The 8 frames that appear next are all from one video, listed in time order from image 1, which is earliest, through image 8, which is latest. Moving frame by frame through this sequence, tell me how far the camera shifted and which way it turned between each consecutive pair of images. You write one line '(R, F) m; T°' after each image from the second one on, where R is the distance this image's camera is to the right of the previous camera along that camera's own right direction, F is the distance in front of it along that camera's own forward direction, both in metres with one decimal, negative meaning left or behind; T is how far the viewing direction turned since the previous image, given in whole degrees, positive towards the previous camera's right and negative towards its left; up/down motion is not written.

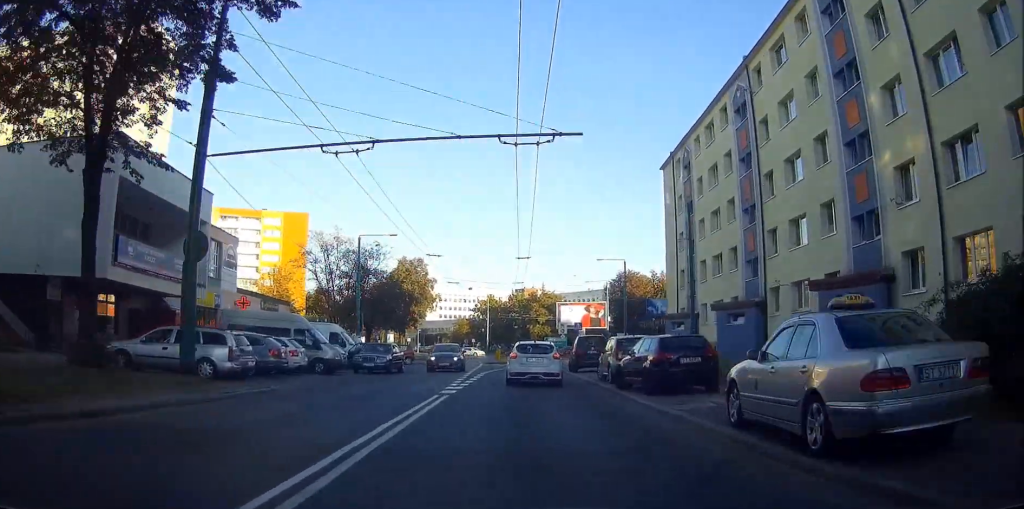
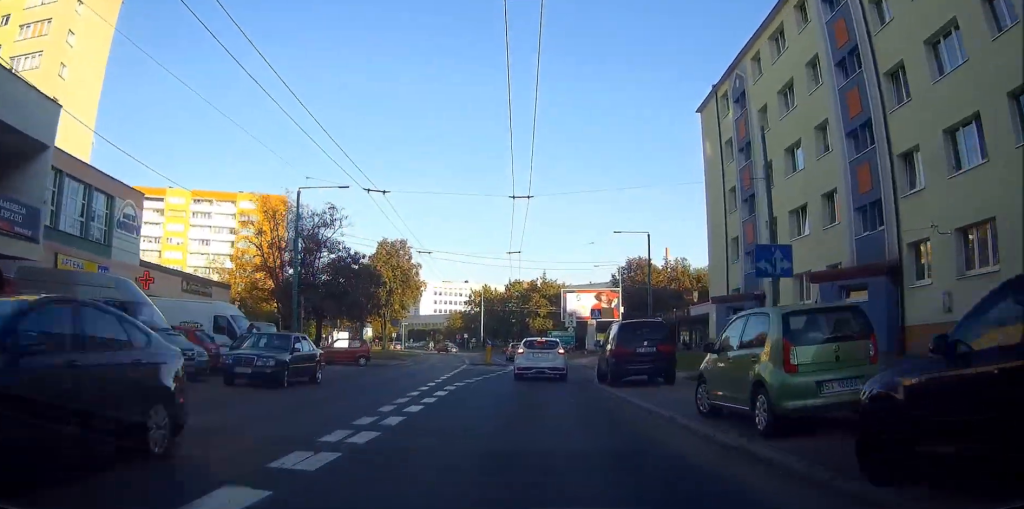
(0.0, +14.7) m; +1°
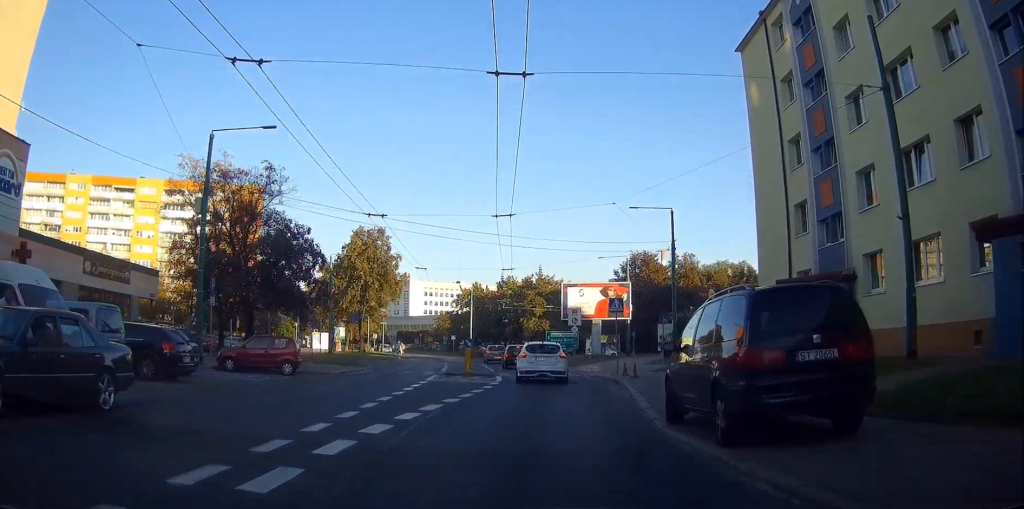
(+0.2, +11.2) m; +2°
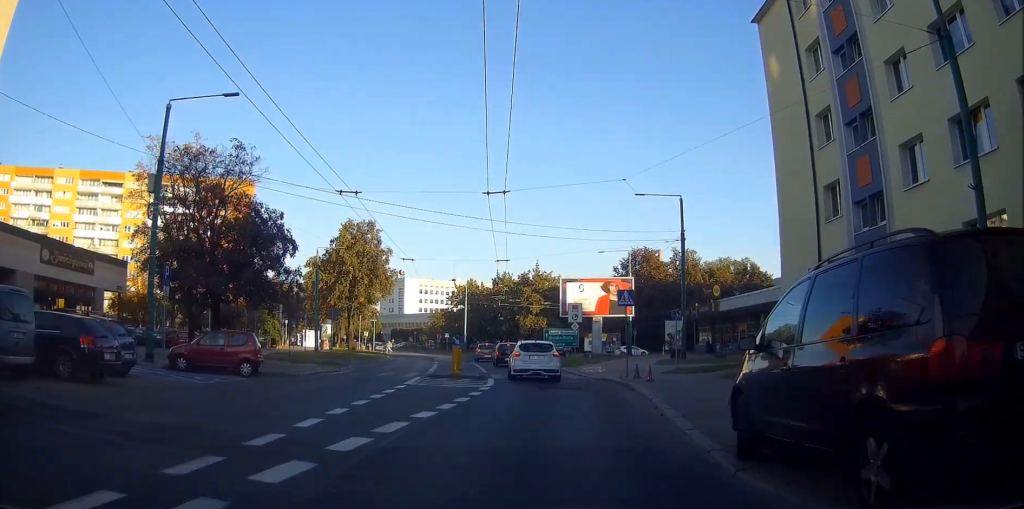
(0.0, +3.7) m; 0°
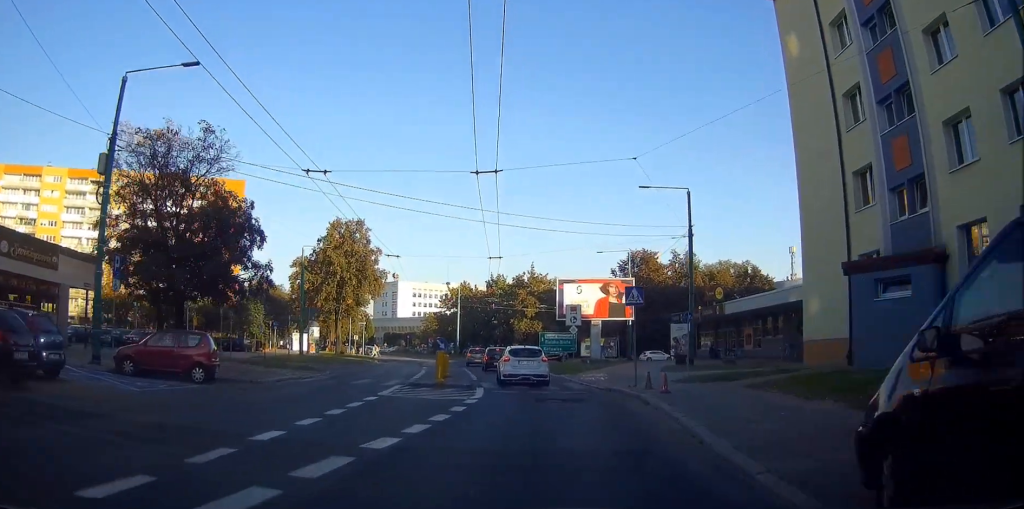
(0.0, +3.1) m; 0°
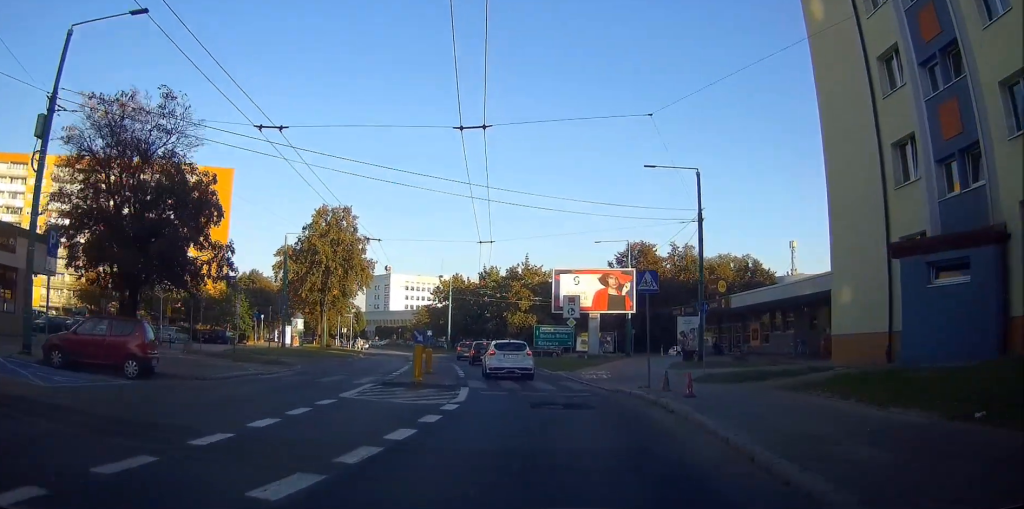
(0.0, +3.4) m; -4°
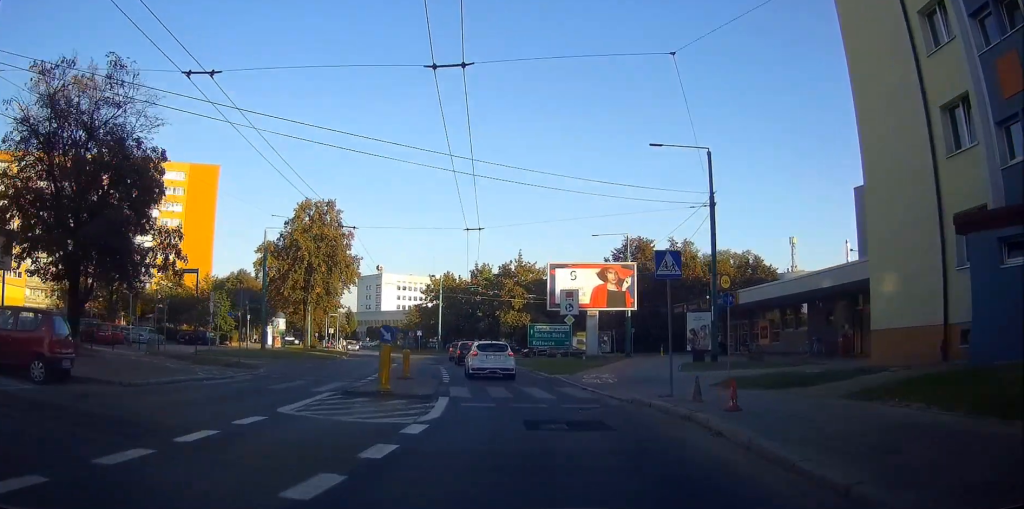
(+0.3, +3.7) m; -9°
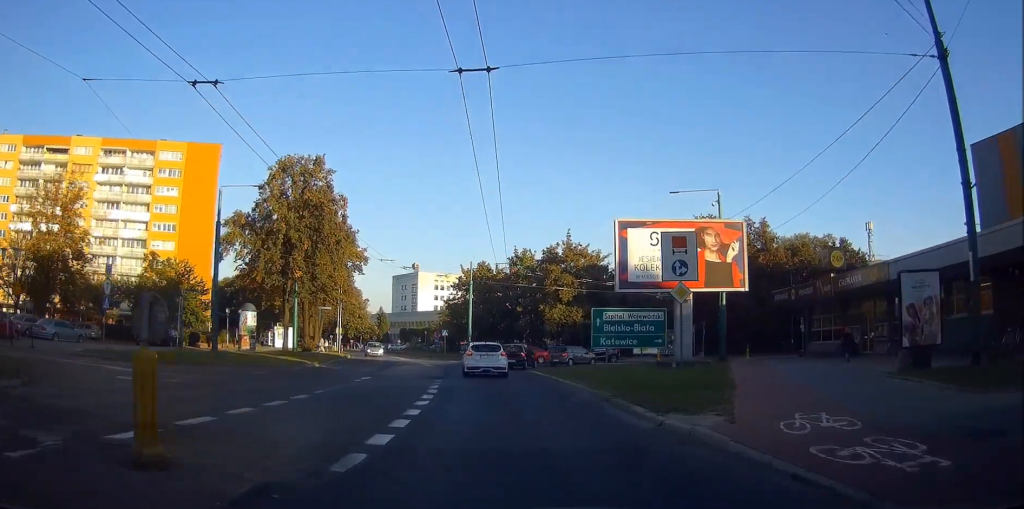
(-5.2, +16.0) m; -8°
